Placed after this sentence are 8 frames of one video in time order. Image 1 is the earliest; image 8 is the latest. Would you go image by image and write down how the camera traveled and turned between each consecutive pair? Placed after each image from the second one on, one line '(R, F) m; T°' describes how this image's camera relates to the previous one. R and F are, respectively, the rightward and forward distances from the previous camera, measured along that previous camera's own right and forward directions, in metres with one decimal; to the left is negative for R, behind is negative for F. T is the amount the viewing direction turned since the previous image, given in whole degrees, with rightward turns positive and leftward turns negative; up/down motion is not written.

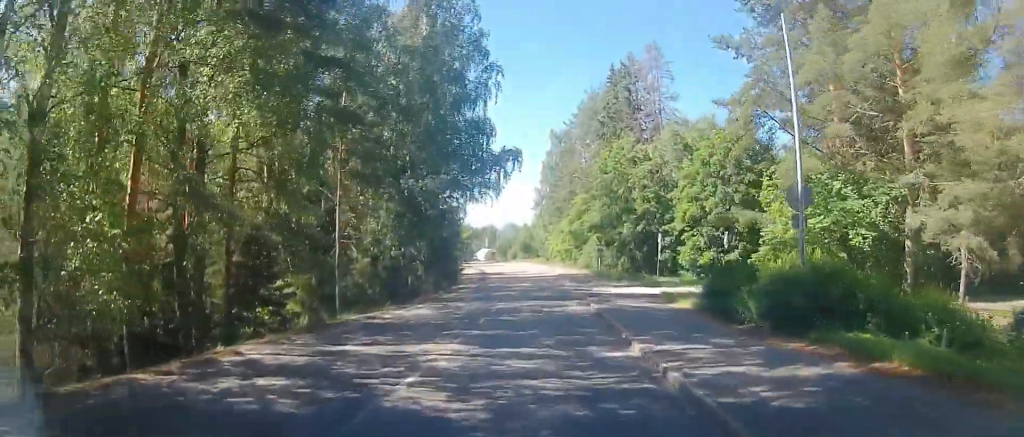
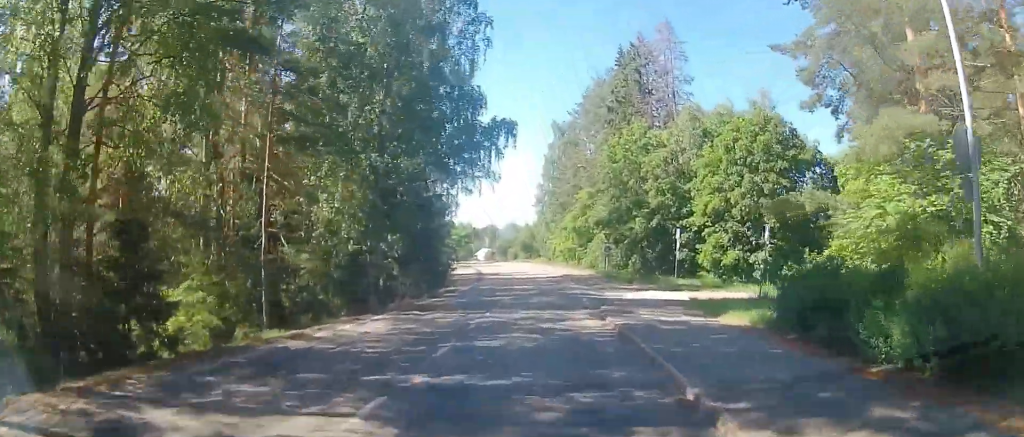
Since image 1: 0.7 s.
(-0.1, +5.8) m; -1°
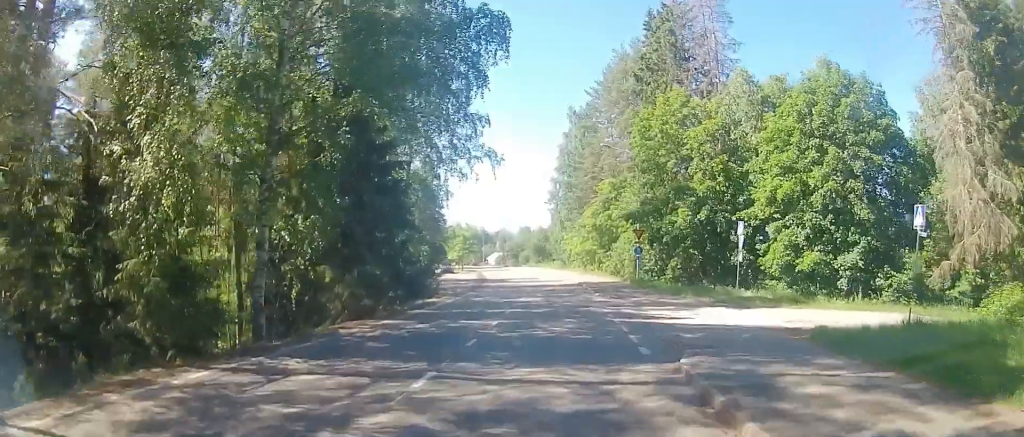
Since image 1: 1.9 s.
(0.0, +10.5) m; -2°
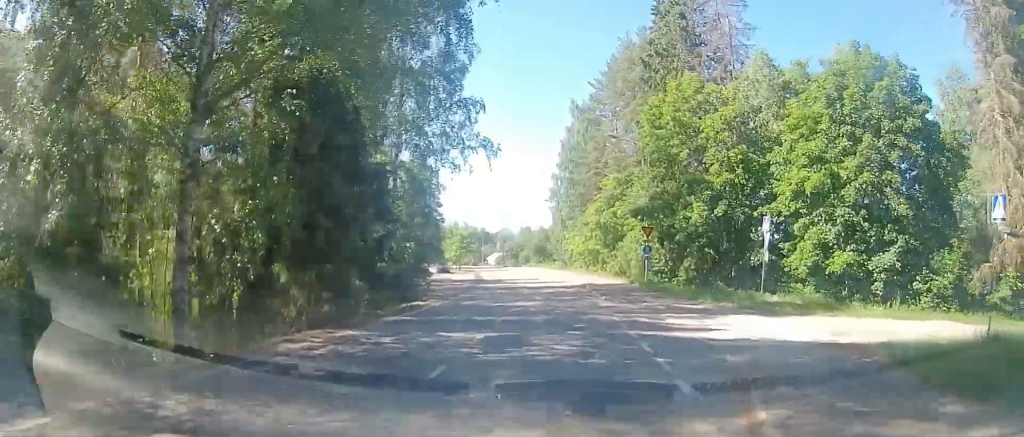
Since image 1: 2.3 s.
(0.0, +3.4) m; -1°
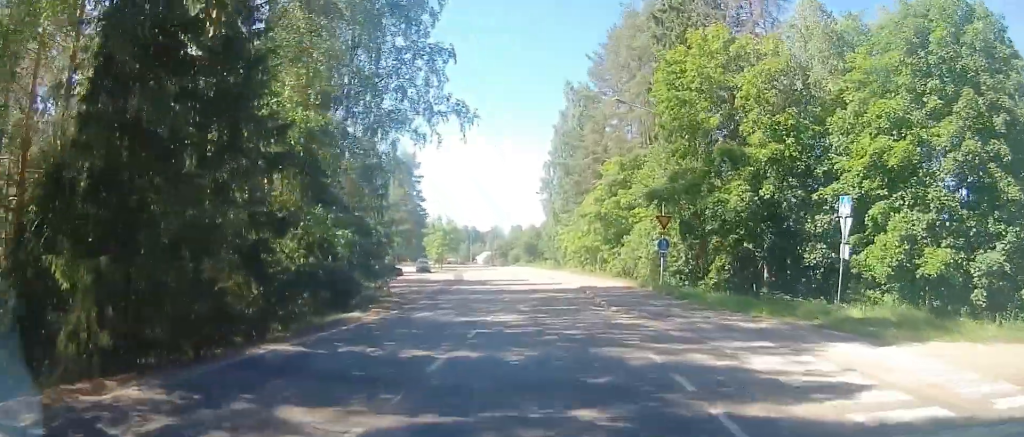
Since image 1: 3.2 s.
(-0.3, +7.8) m; -1°
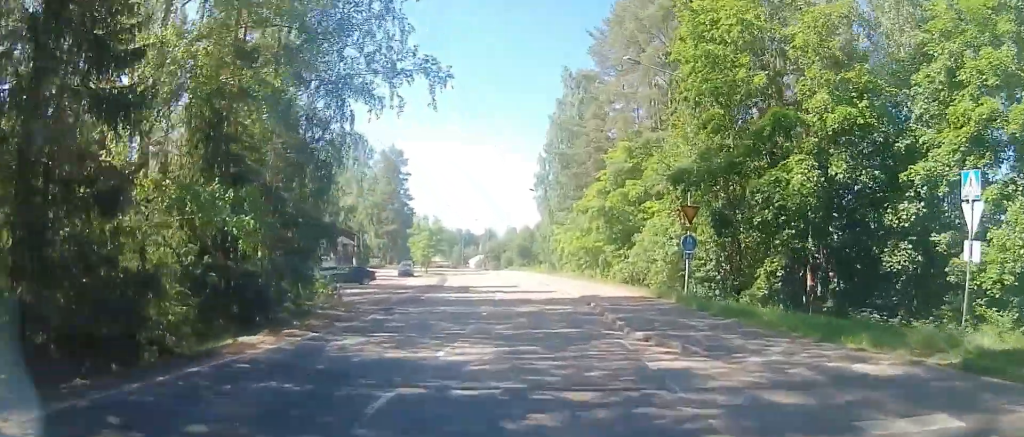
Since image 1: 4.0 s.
(+0.1, +6.5) m; 0°
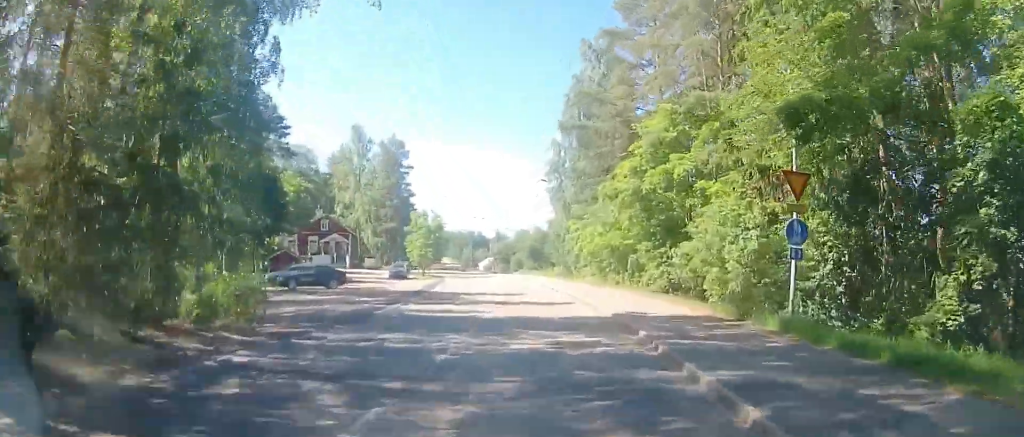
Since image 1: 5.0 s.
(-0.1, +8.9) m; -1°
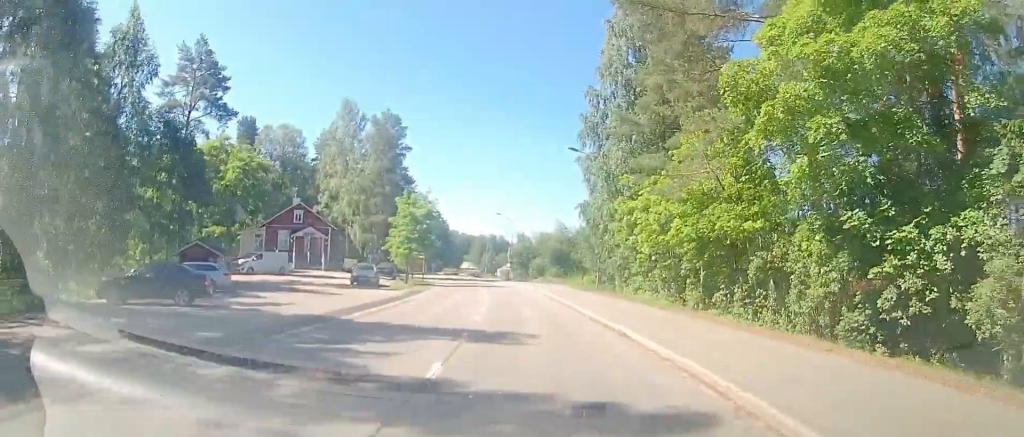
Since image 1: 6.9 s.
(+0.4, +16.5) m; +4°
